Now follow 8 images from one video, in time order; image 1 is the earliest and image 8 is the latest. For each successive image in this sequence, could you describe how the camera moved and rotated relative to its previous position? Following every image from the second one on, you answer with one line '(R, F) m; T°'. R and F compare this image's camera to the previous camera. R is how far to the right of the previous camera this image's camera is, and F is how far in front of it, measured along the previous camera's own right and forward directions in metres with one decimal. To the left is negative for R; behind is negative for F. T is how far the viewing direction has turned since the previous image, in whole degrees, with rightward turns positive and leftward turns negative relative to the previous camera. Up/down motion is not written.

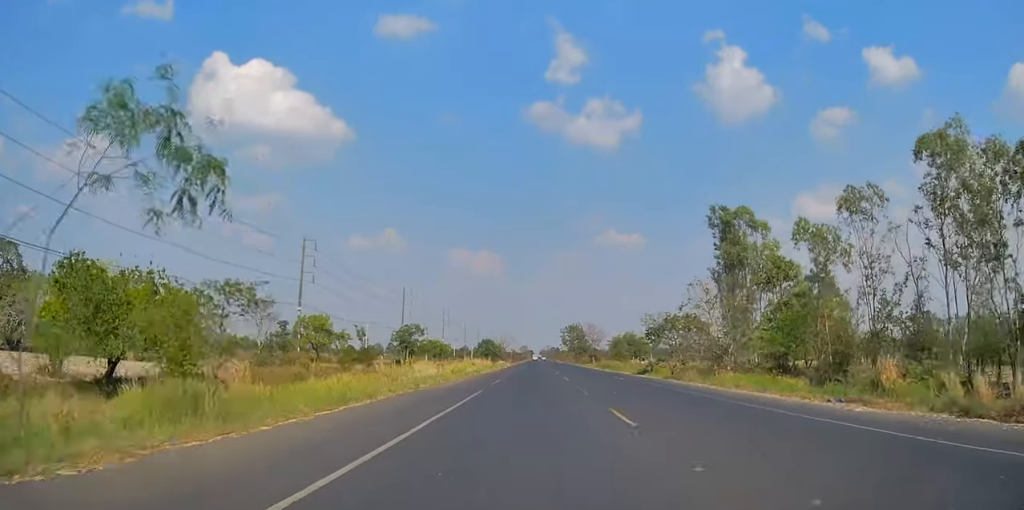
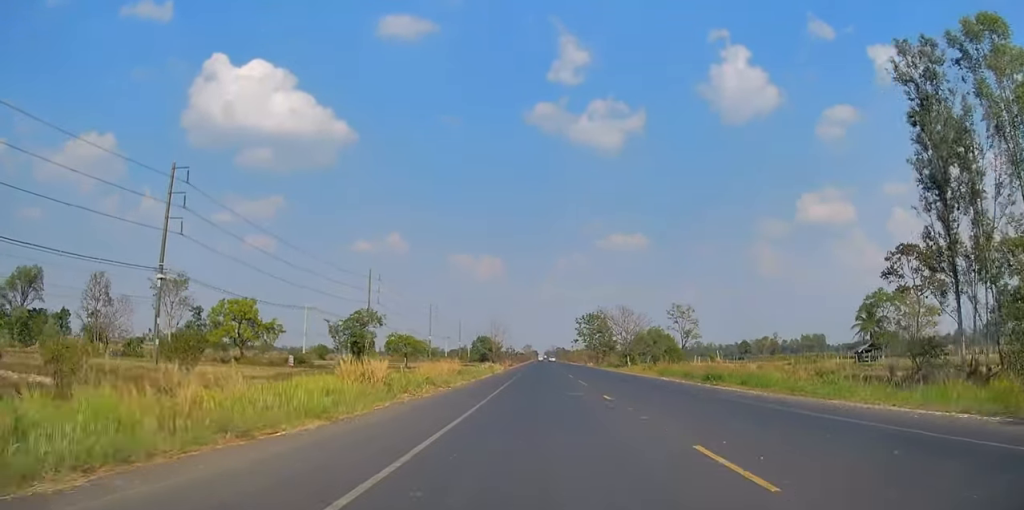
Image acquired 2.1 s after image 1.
(-0.5, +42.4) m; -1°
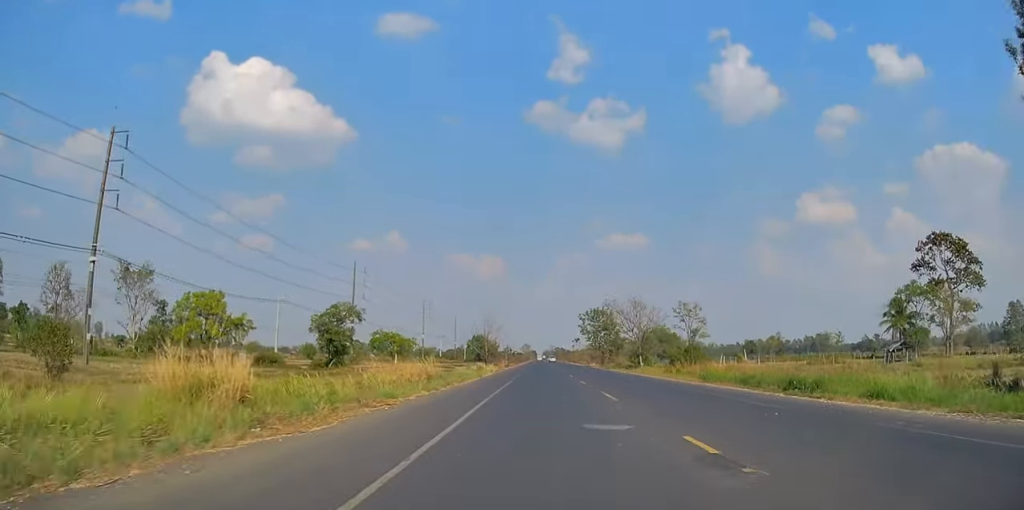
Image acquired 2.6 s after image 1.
(-0.1, +10.5) m; 0°
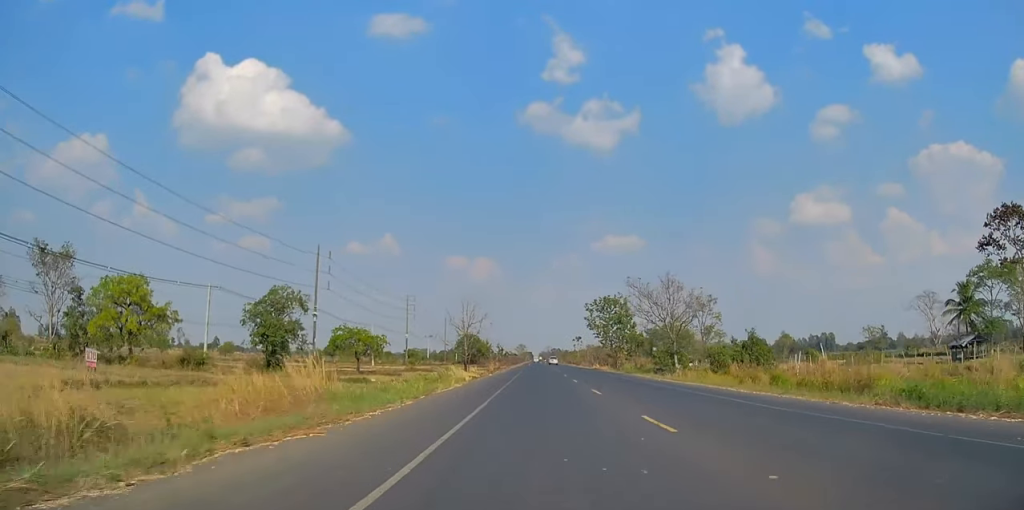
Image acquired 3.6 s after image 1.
(-0.1, +19.7) m; +1°
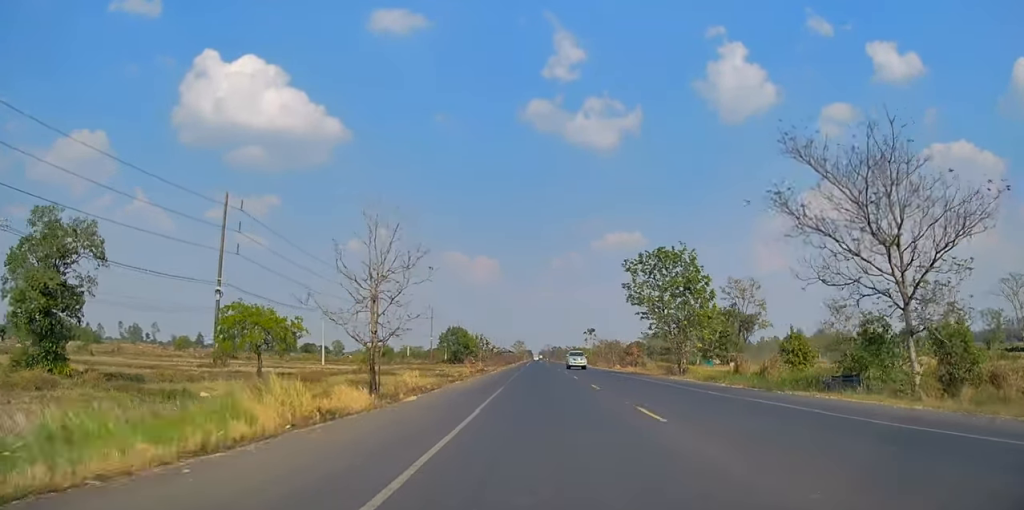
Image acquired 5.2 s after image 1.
(+0.5, +34.6) m; +1°
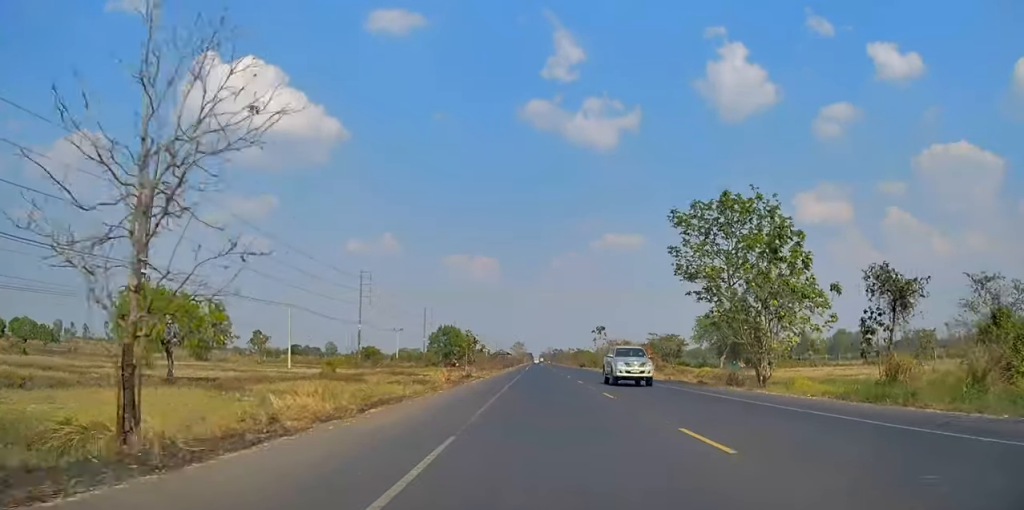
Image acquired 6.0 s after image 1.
(+0.1, +16.7) m; 0°
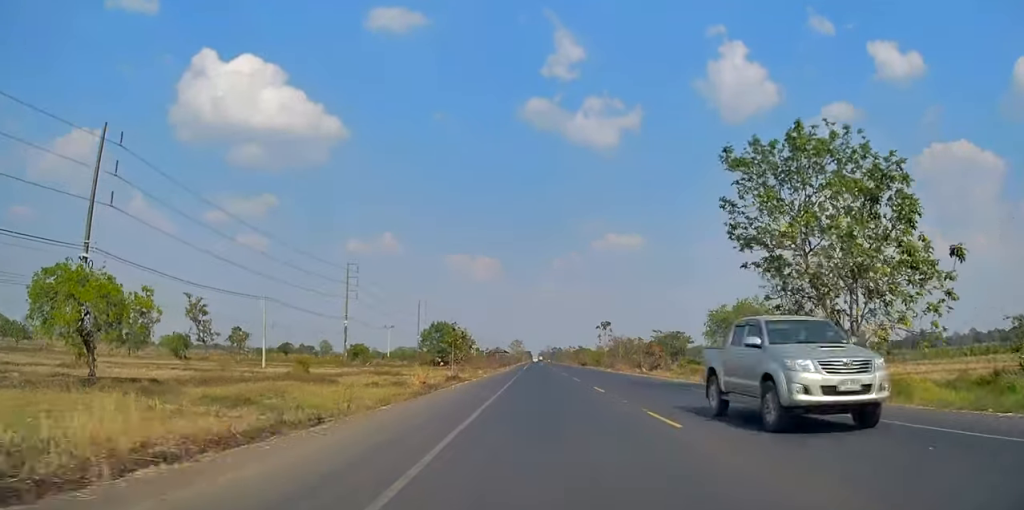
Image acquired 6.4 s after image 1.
(0.0, +8.8) m; 0°
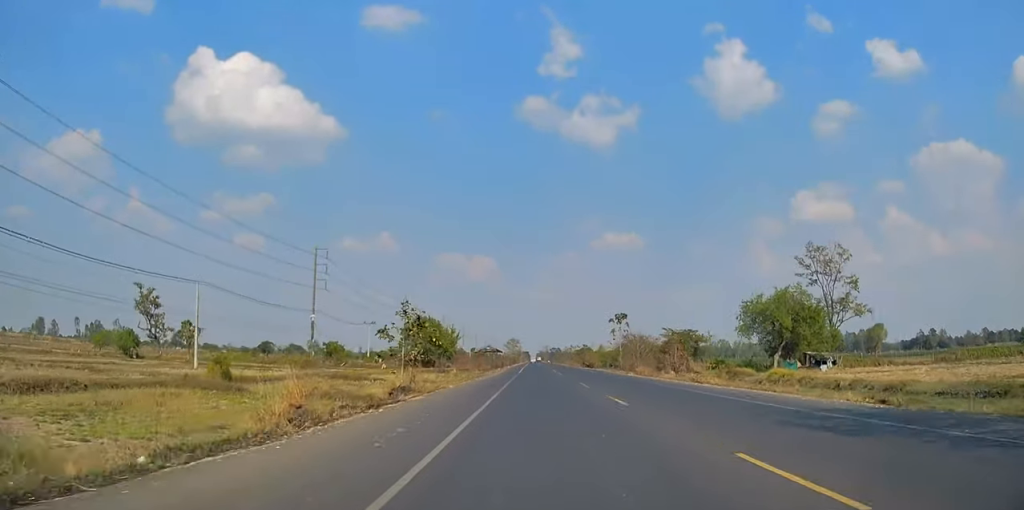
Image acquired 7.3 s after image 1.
(-0.1, +18.7) m; 0°
